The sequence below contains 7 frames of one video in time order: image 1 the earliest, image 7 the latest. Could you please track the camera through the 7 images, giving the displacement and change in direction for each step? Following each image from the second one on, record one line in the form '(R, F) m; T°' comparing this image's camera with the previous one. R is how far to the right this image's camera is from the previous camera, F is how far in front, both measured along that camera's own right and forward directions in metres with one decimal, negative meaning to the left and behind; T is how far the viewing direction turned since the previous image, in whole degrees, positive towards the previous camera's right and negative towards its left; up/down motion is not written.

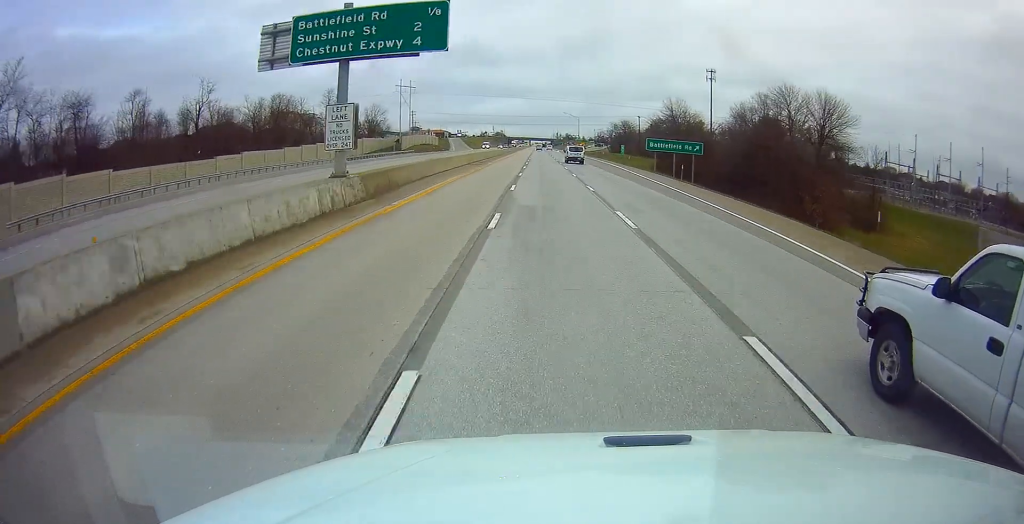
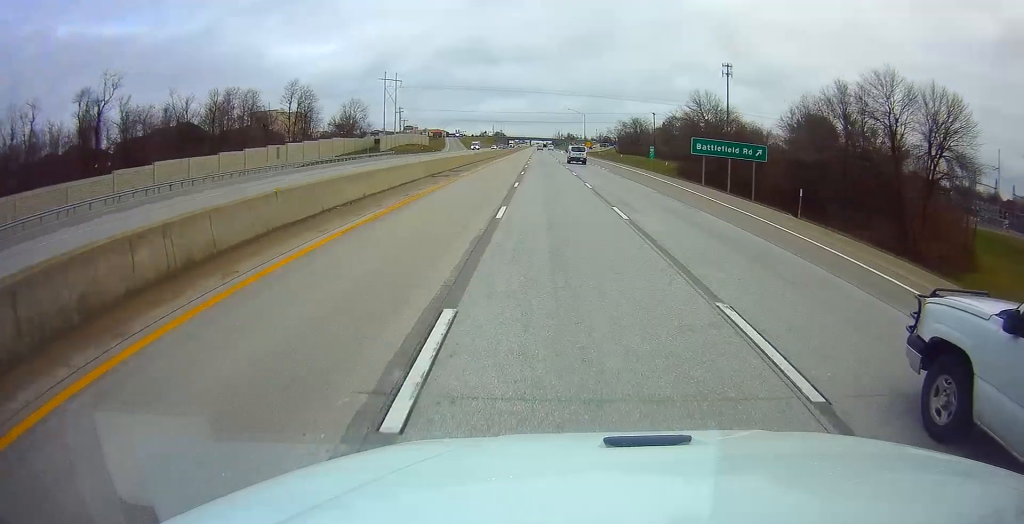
(-0.4, +22.6) m; -1°
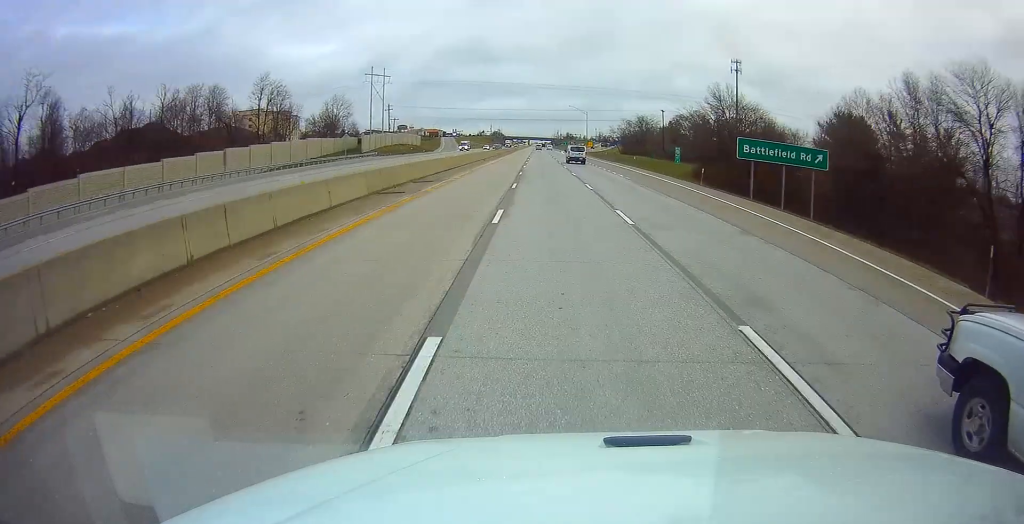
(-0.1, +13.3) m; -1°
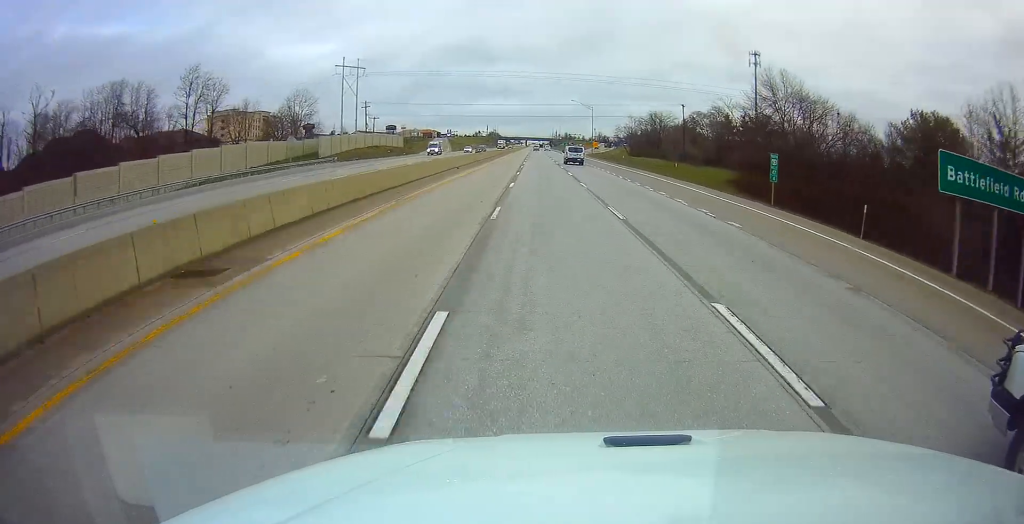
(0.0, +23.5) m; 0°
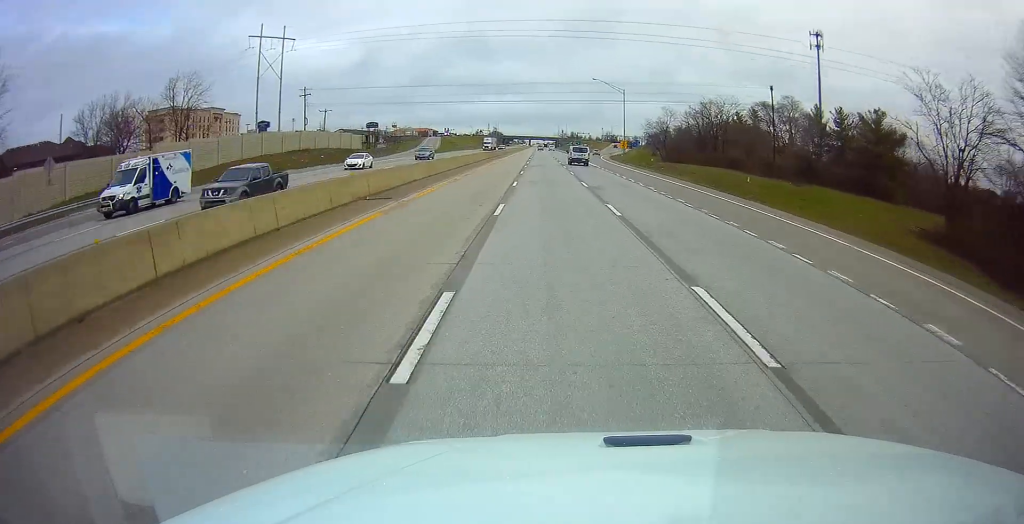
(+0.6, +47.9) m; +1°
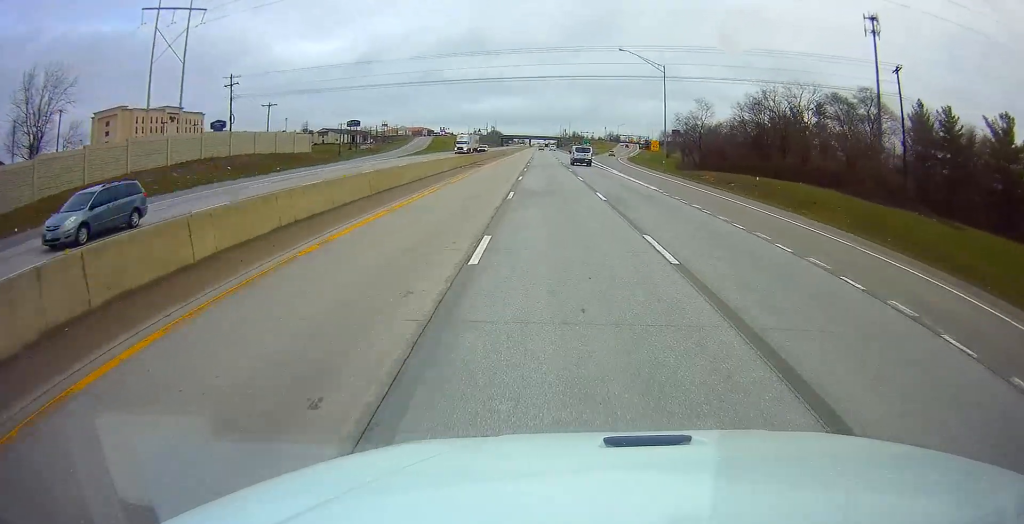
(+0.1, +31.5) m; -1°
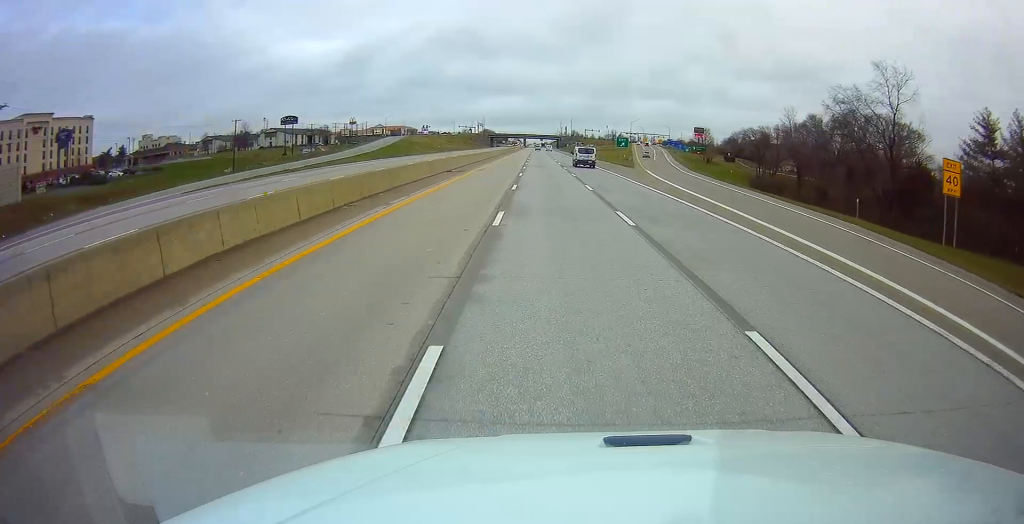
(-0.9, +68.0) m; -1°
